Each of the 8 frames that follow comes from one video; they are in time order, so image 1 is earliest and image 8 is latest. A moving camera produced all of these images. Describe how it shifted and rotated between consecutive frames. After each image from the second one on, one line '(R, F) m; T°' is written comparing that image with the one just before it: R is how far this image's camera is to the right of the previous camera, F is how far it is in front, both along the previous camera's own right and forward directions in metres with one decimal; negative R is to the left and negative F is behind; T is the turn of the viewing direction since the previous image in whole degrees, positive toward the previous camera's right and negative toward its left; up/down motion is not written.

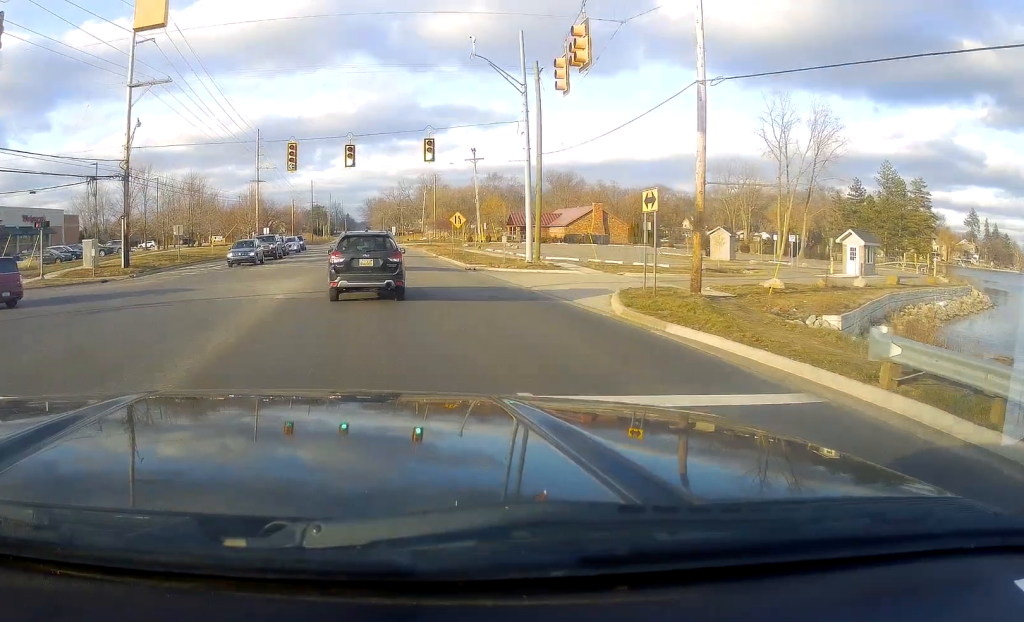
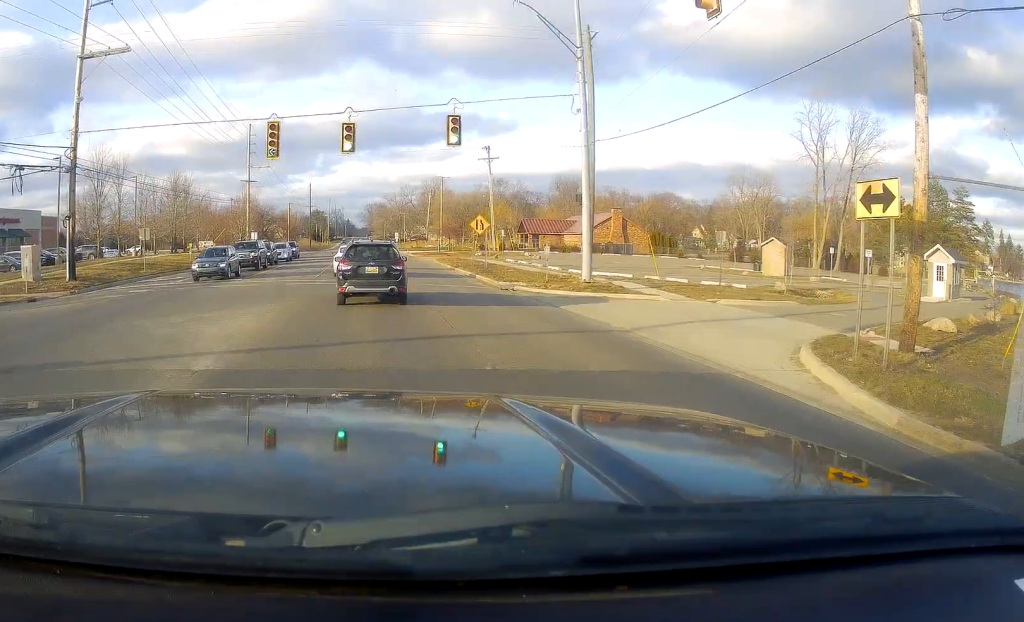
(0.0, +8.0) m; +2°
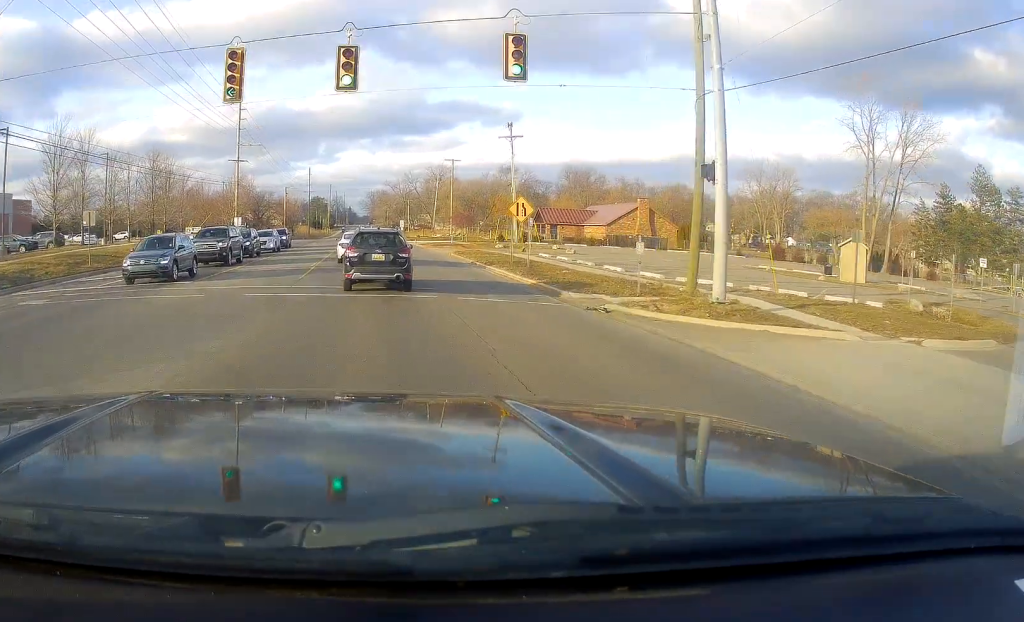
(+0.2, +9.3) m; +2°
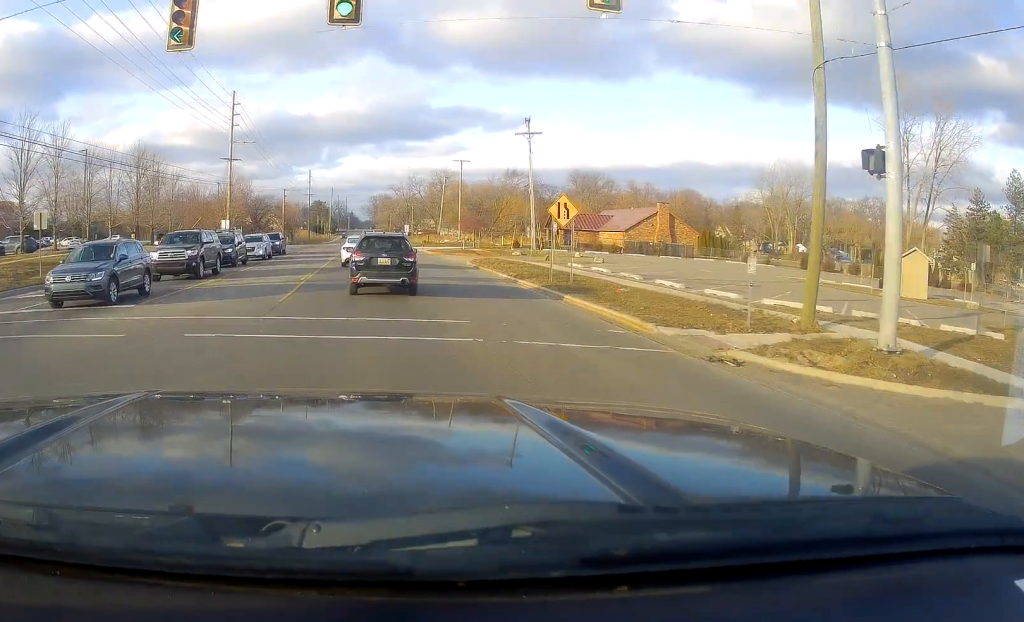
(0.0, +5.9) m; 0°
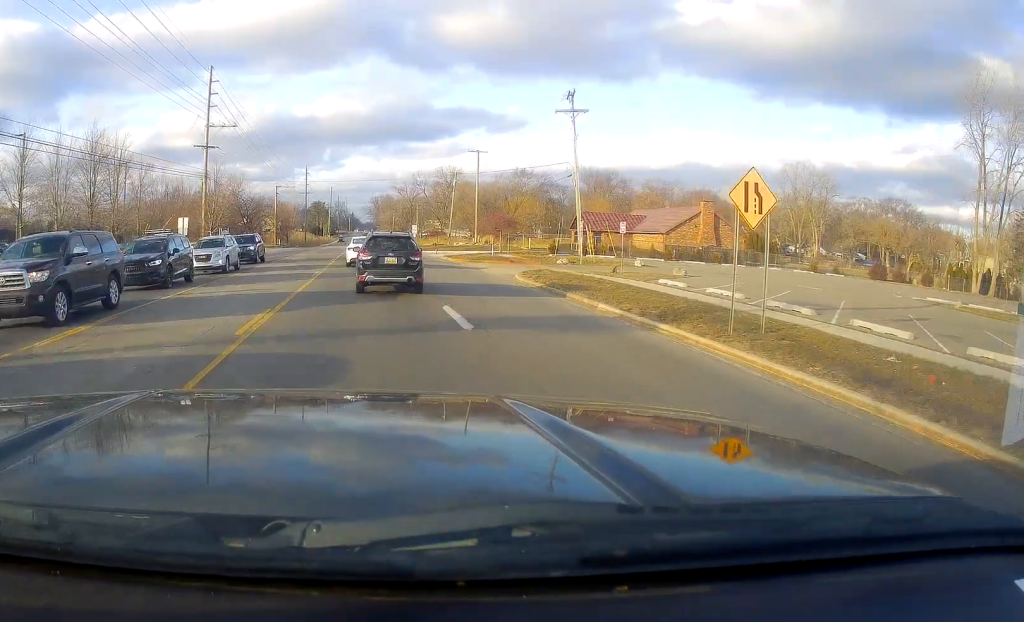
(0.0, +12.7) m; -3°
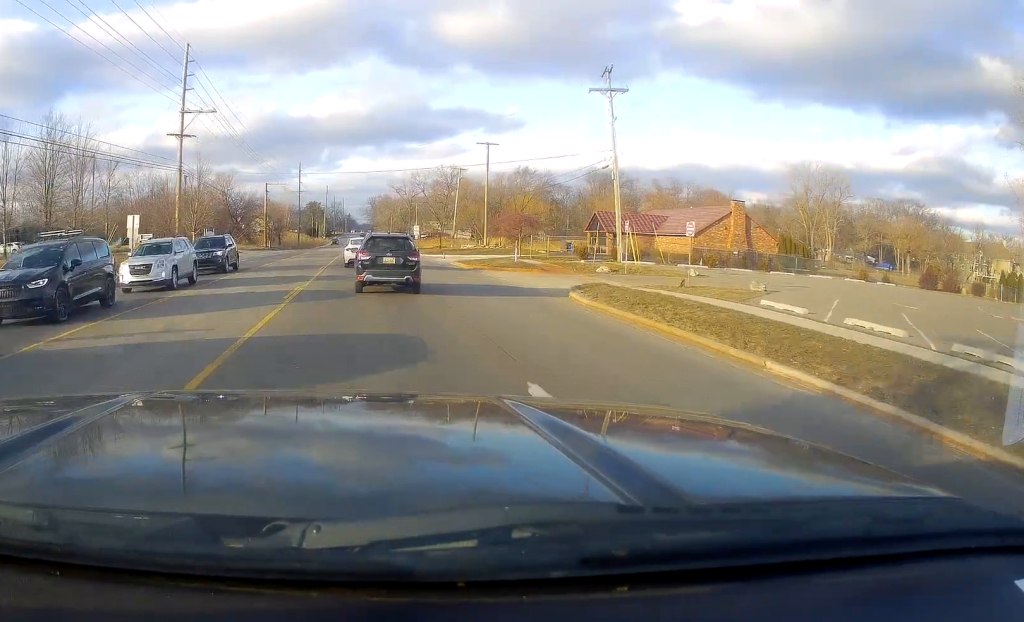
(-0.4, +8.4) m; 0°
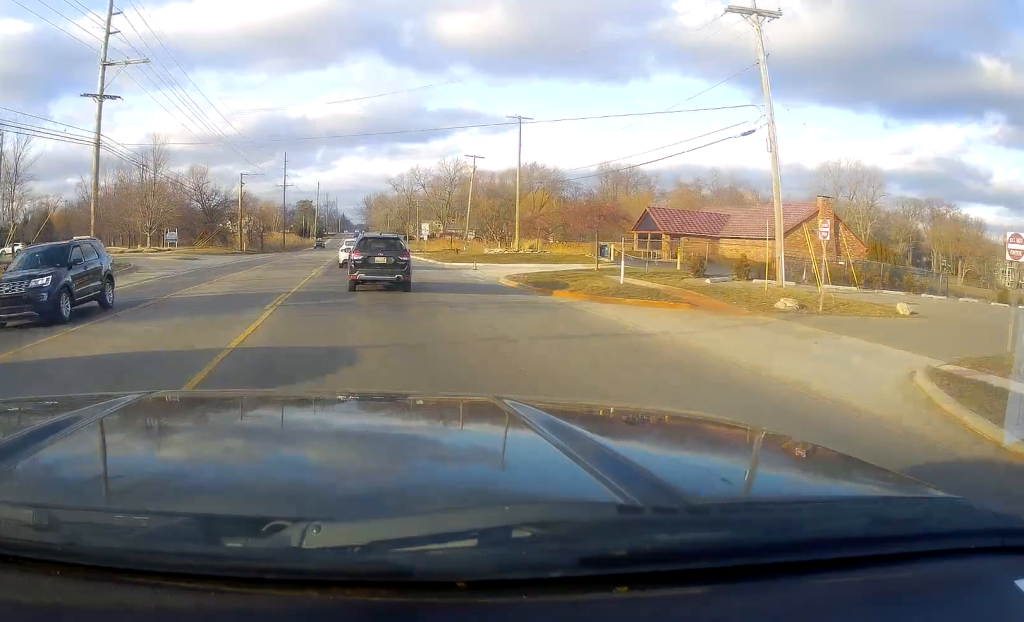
(+0.3, +17.5) m; 0°
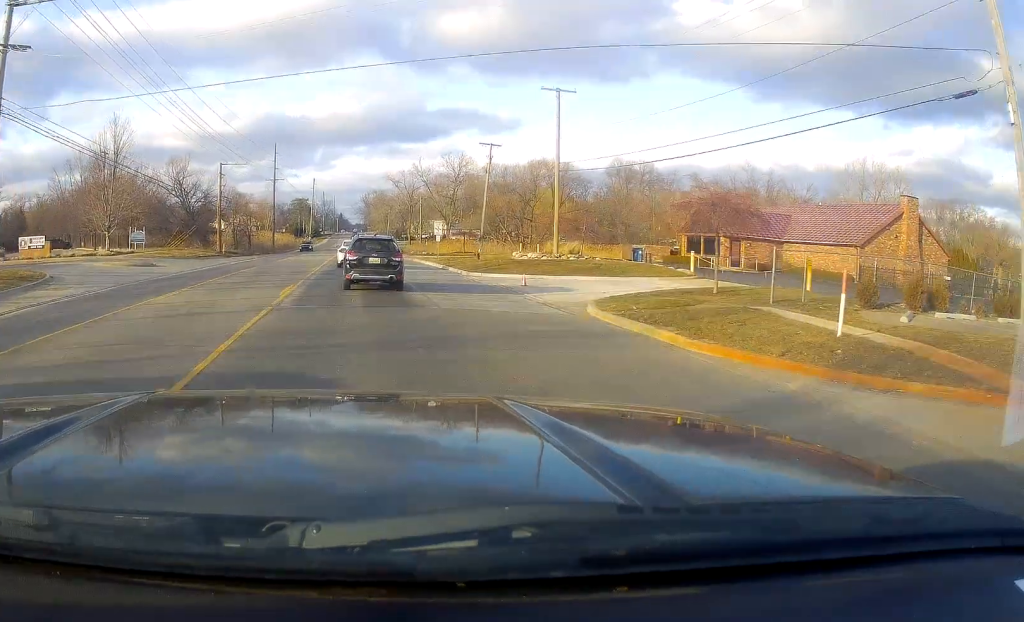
(-0.4, +12.0) m; 0°
